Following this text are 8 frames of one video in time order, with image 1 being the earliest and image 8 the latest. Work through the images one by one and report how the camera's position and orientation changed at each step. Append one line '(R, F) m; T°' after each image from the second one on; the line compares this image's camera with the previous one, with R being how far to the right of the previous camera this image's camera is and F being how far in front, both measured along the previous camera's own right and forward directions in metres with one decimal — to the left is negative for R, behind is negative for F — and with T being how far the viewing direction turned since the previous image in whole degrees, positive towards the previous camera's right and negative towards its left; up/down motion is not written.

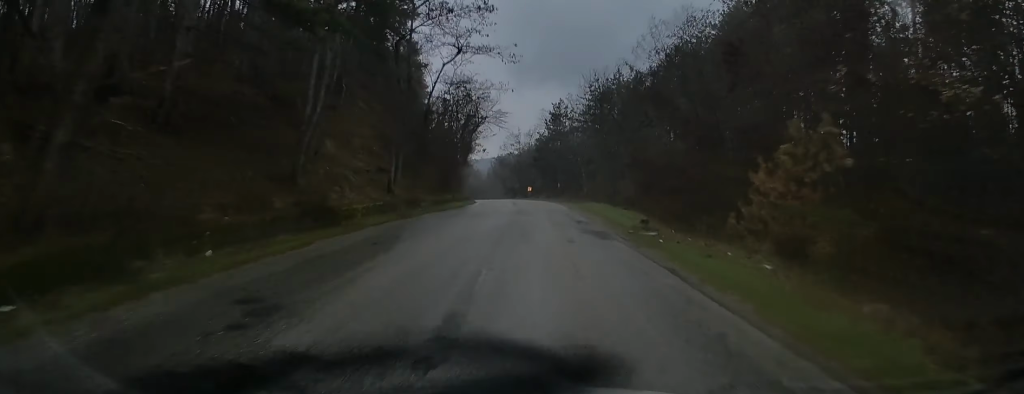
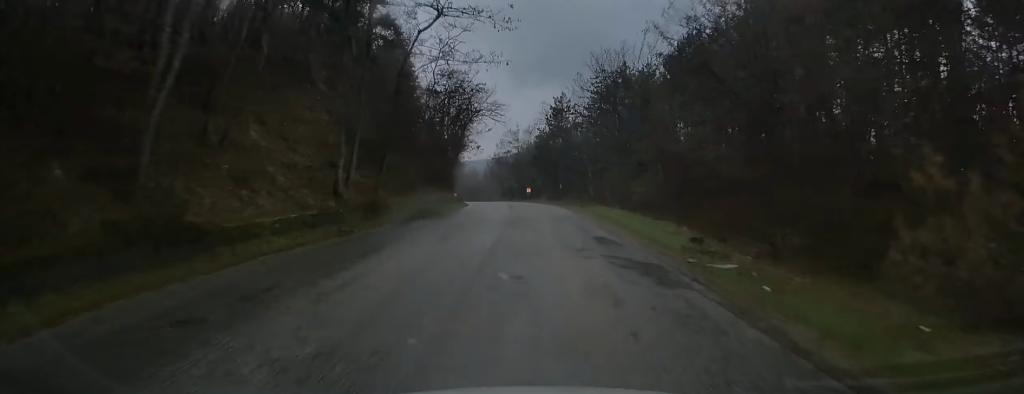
(-0.2, +7.2) m; -1°
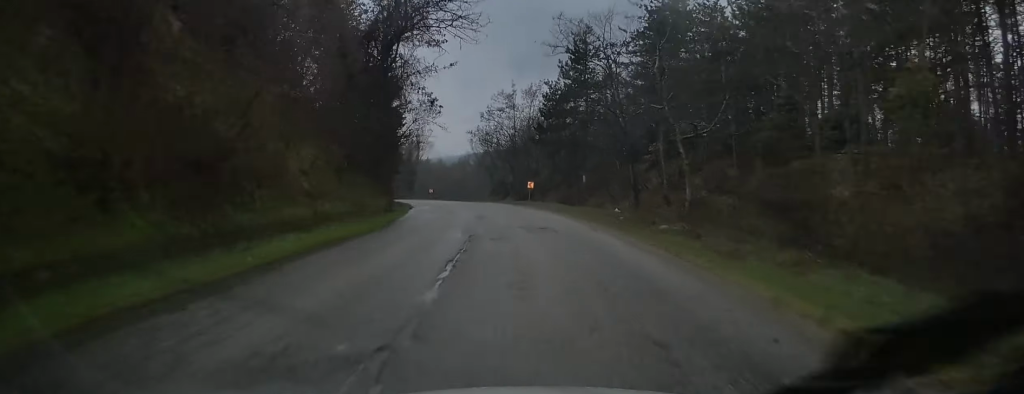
(-0.2, +31.6) m; 0°
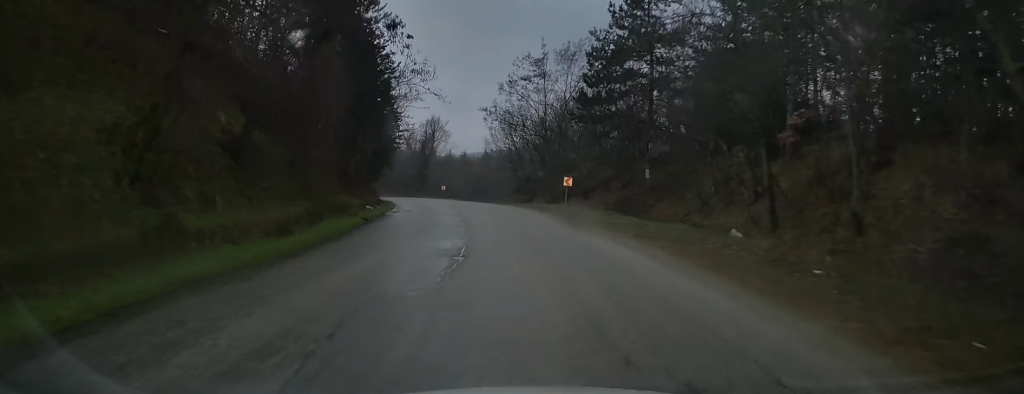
(0.0, +15.5) m; -1°
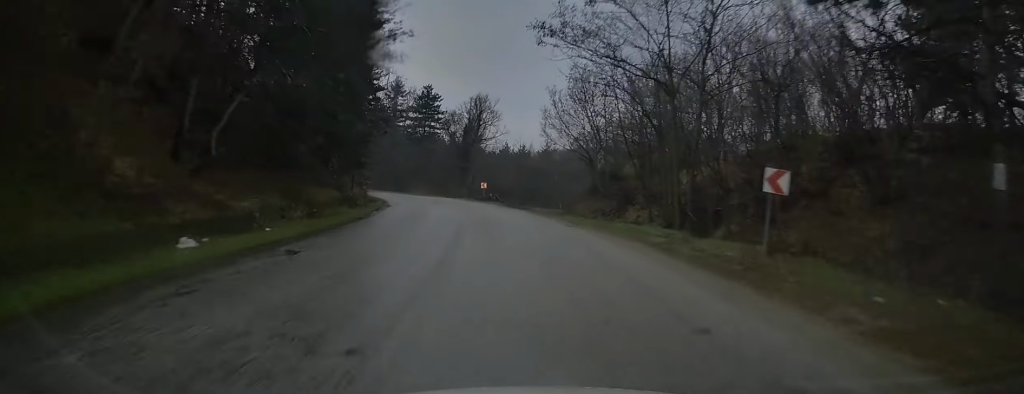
(-0.5, +22.4) m; -4°
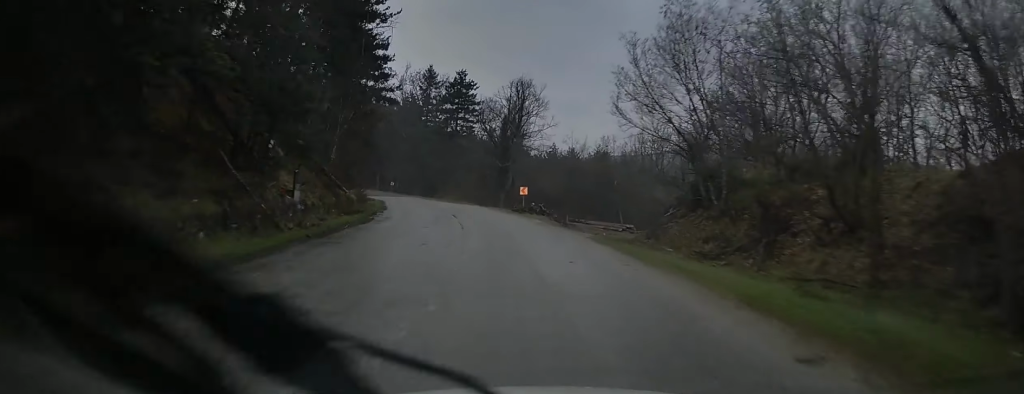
(-0.5, +13.9) m; -4°
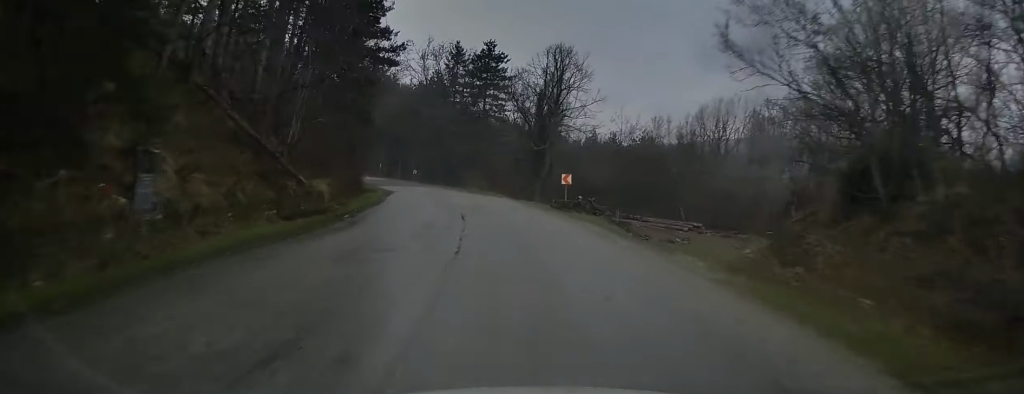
(-0.1, +9.8) m; -3°
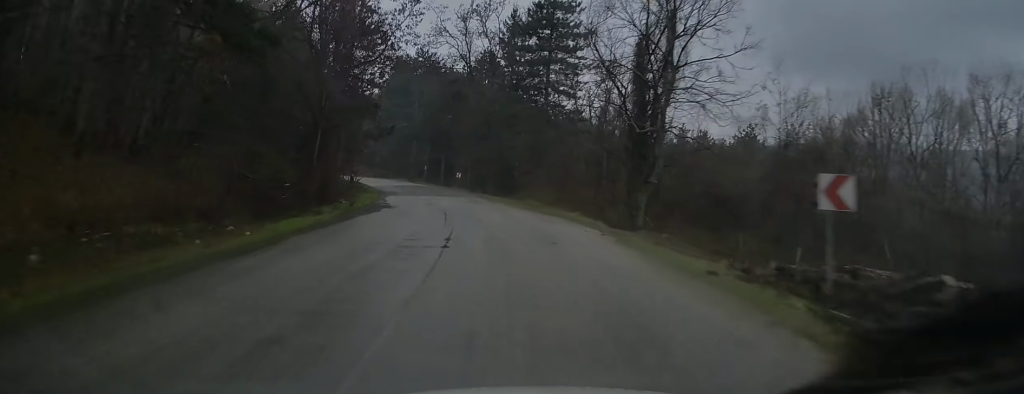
(-1.2, +20.8) m; -6°
